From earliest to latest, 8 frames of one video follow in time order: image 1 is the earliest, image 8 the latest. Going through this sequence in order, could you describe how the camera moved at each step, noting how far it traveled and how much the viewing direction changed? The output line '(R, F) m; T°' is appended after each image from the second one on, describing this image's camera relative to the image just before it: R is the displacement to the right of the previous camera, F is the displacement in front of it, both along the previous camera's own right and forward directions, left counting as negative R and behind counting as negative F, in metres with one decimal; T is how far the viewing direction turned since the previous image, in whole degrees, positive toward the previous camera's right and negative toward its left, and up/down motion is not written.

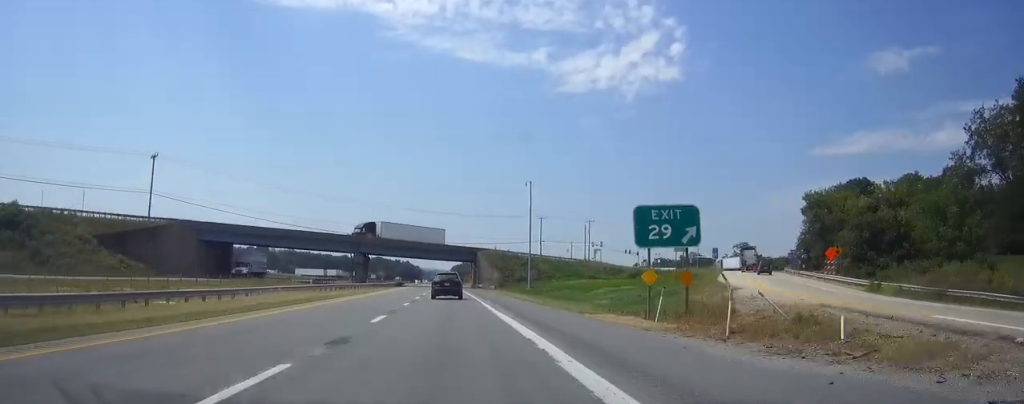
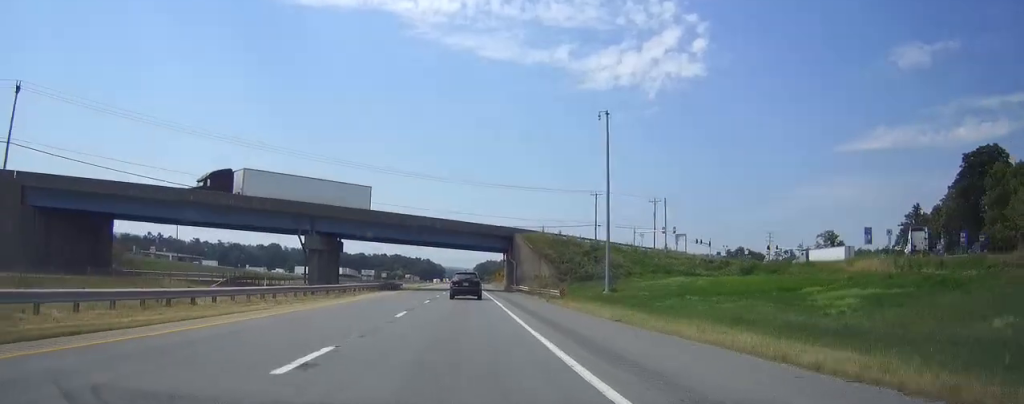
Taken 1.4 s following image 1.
(-1.1, +46.3) m; -2°
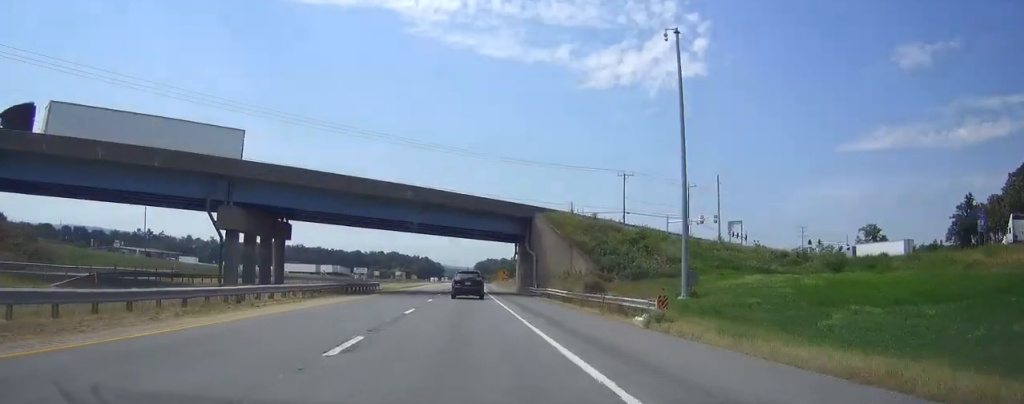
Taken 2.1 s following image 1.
(0.0, +23.1) m; 0°
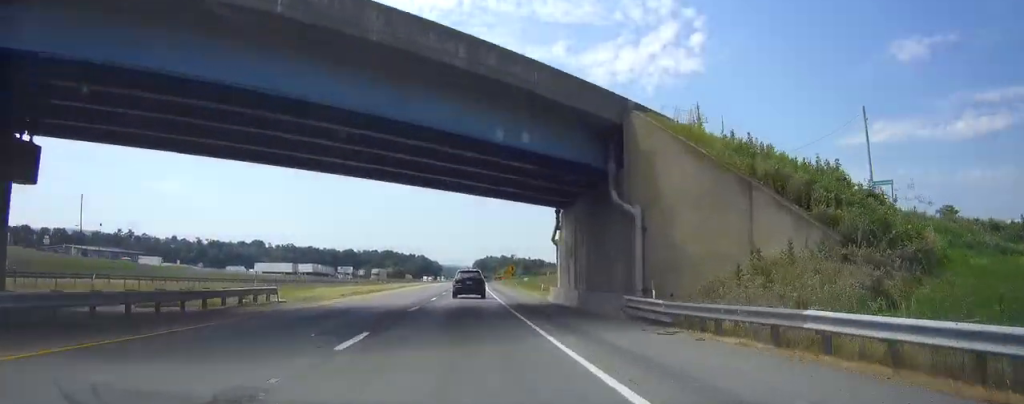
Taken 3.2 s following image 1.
(0.0, +35.1) m; 0°
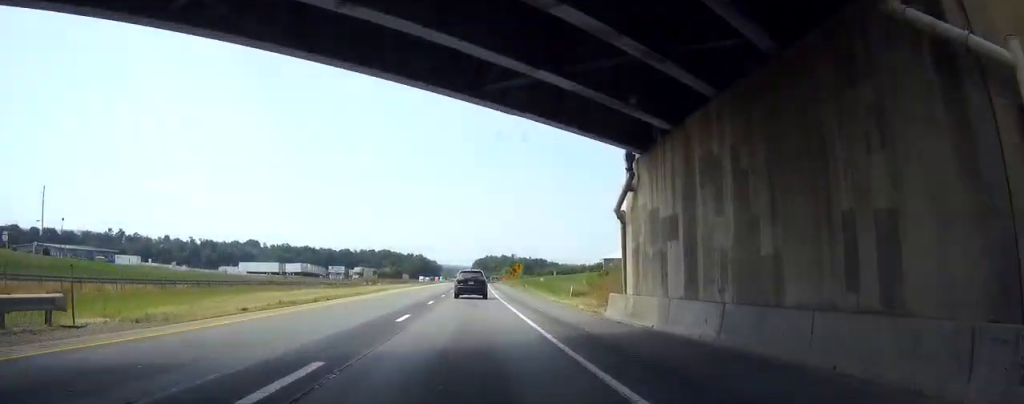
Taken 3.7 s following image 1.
(0.0, +17.5) m; 0°
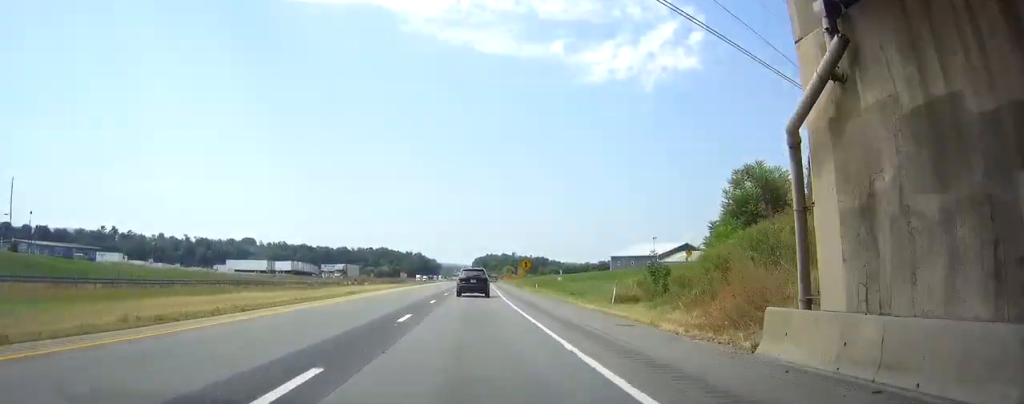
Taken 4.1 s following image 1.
(0.0, +13.0) m; 0°
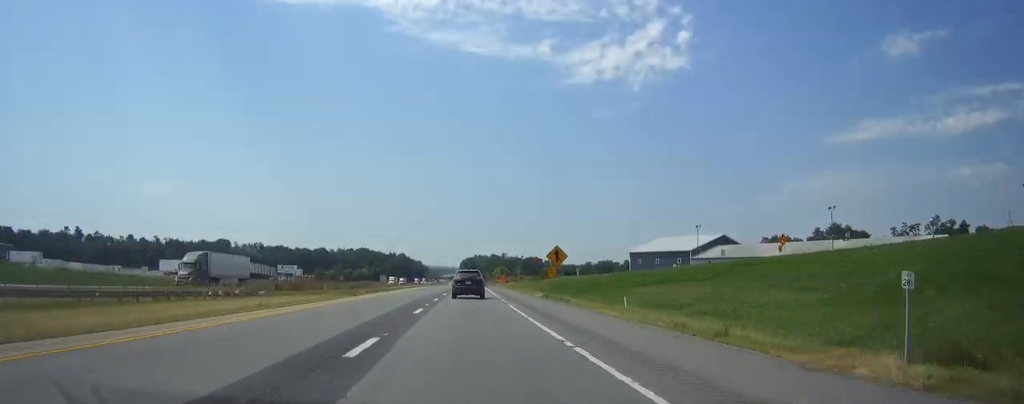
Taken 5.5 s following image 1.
(+0.1, +43.9) m; 0°
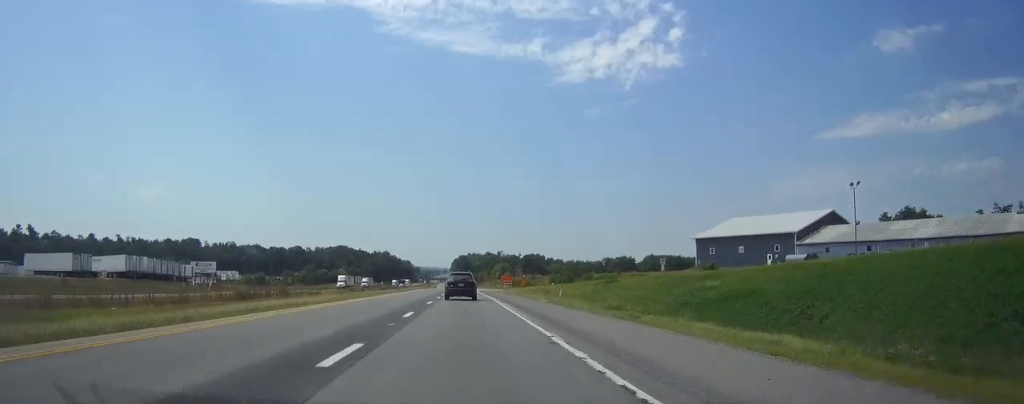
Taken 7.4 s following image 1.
(+0.7, +62.1) m; +1°
